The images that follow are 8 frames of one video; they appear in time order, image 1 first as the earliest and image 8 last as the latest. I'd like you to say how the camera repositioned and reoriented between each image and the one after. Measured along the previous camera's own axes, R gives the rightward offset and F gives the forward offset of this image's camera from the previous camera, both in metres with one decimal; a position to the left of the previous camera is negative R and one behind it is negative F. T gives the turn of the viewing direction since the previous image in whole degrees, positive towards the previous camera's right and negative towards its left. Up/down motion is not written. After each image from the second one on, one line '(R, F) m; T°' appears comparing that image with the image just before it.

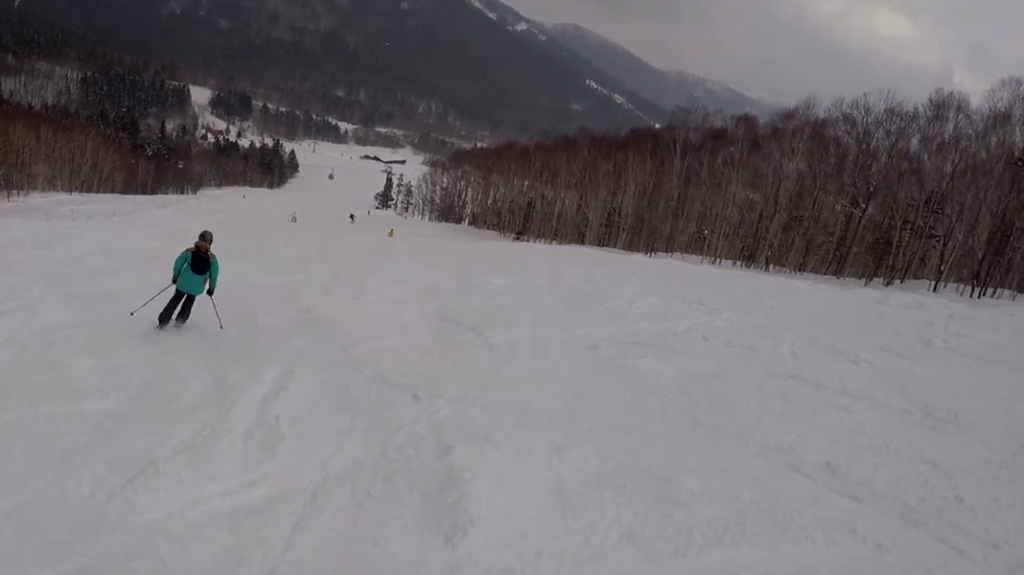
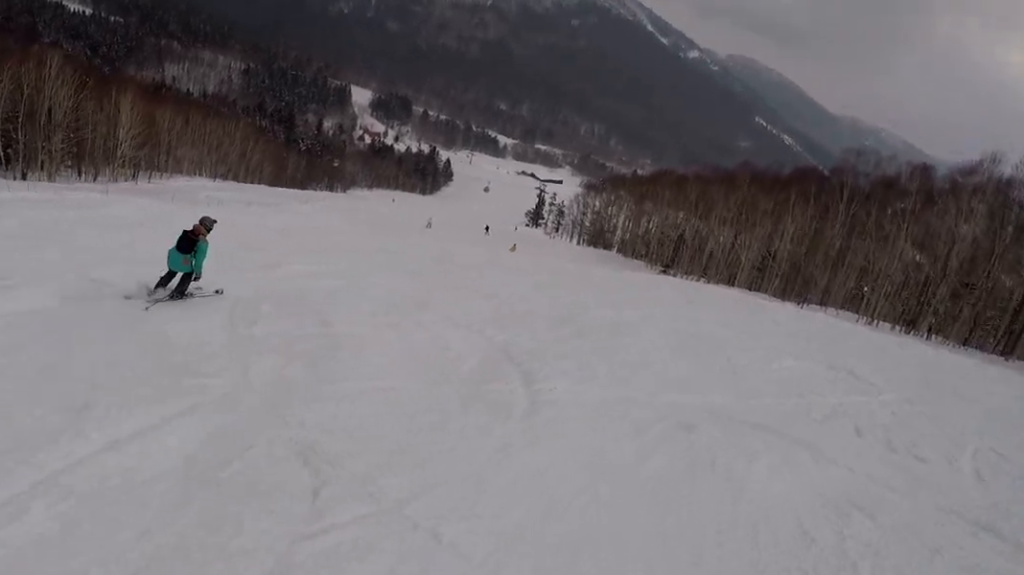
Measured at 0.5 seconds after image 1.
(-0.3, +2.2) m; -18°
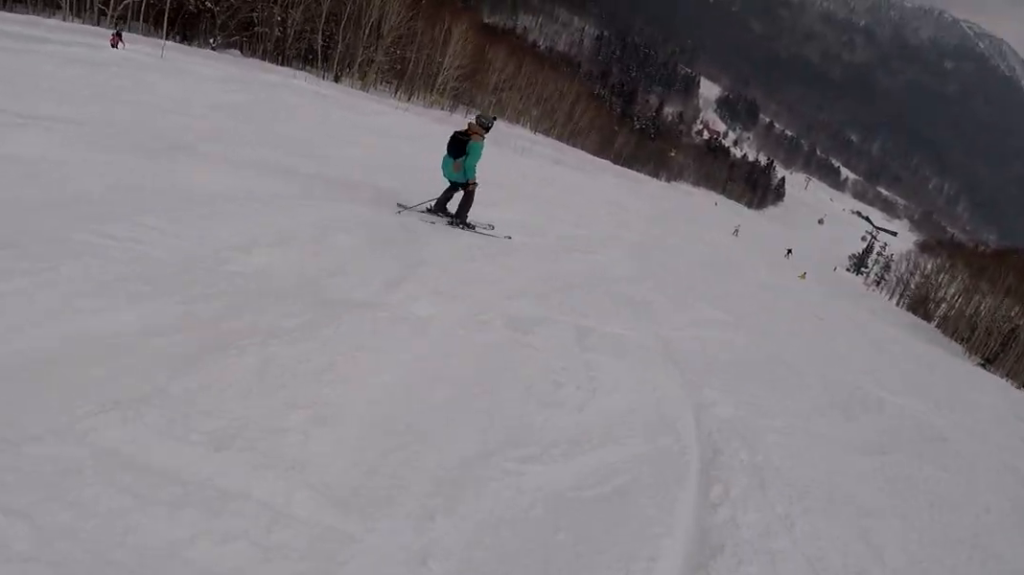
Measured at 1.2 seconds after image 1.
(-1.7, +3.8) m; -31°
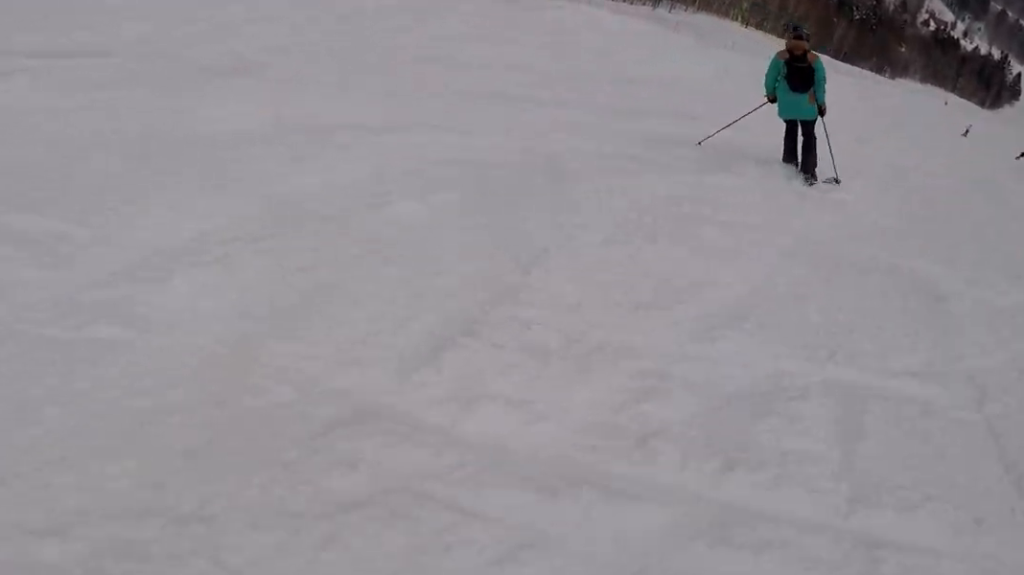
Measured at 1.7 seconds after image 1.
(-0.4, +2.5) m; -1°
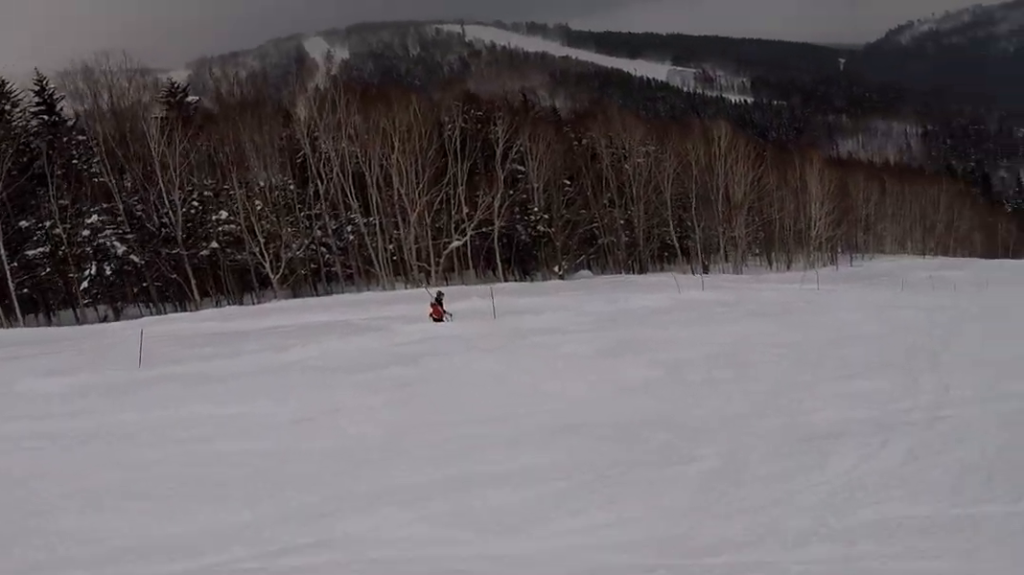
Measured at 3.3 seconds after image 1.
(+1.2, +8.0) m; +50°
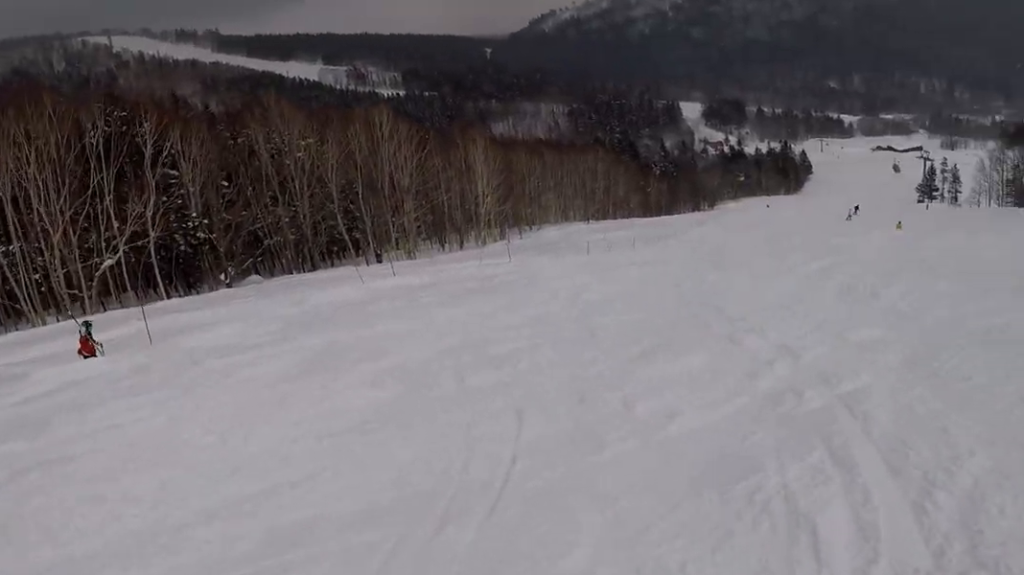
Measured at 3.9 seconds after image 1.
(+1.4, +2.7) m; +18°
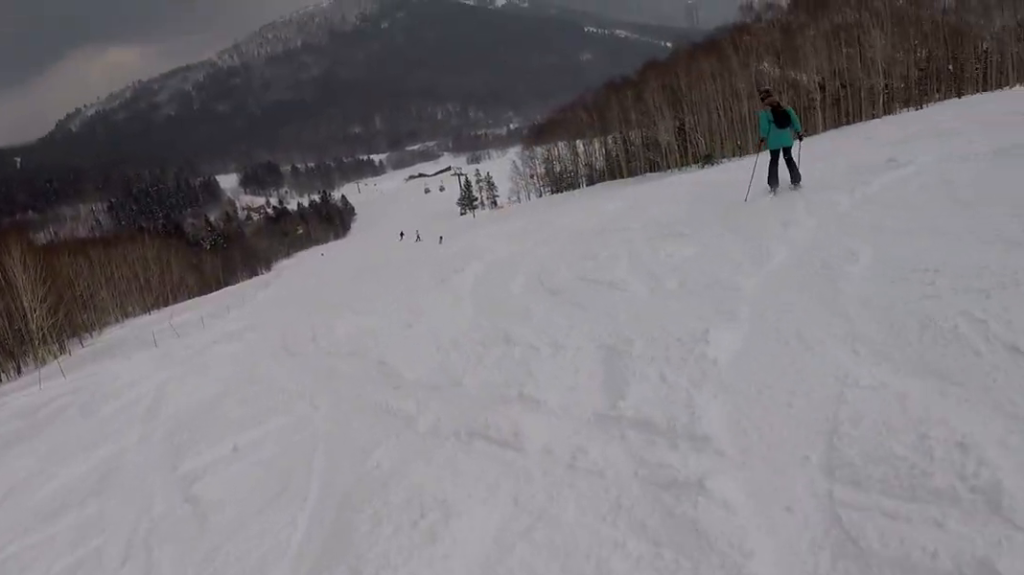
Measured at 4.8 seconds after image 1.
(+0.7, +4.1) m; +9°
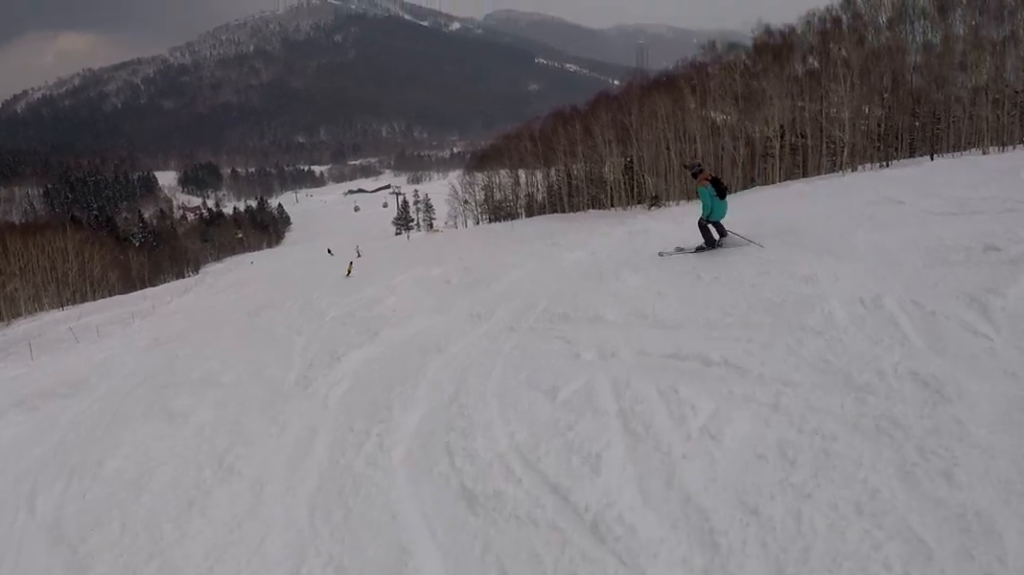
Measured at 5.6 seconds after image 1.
(0.0, +4.3) m; +6°
